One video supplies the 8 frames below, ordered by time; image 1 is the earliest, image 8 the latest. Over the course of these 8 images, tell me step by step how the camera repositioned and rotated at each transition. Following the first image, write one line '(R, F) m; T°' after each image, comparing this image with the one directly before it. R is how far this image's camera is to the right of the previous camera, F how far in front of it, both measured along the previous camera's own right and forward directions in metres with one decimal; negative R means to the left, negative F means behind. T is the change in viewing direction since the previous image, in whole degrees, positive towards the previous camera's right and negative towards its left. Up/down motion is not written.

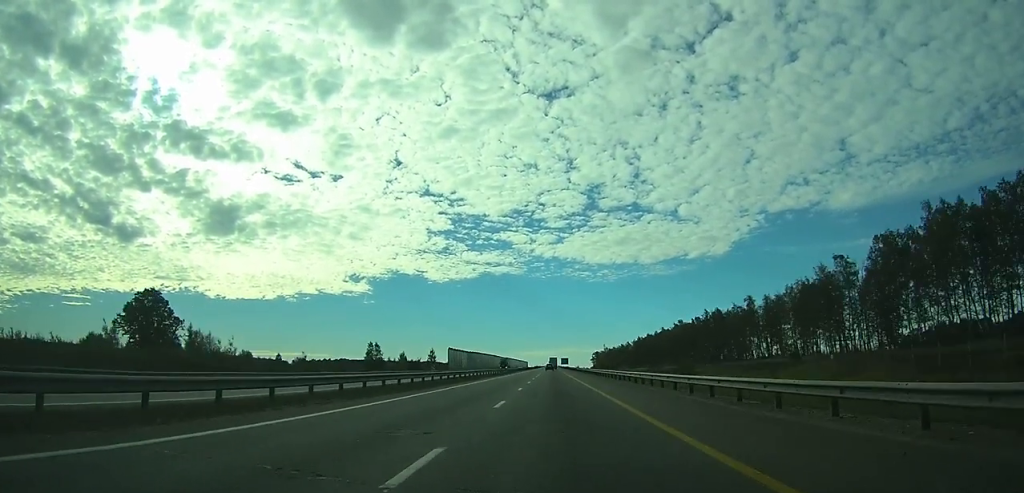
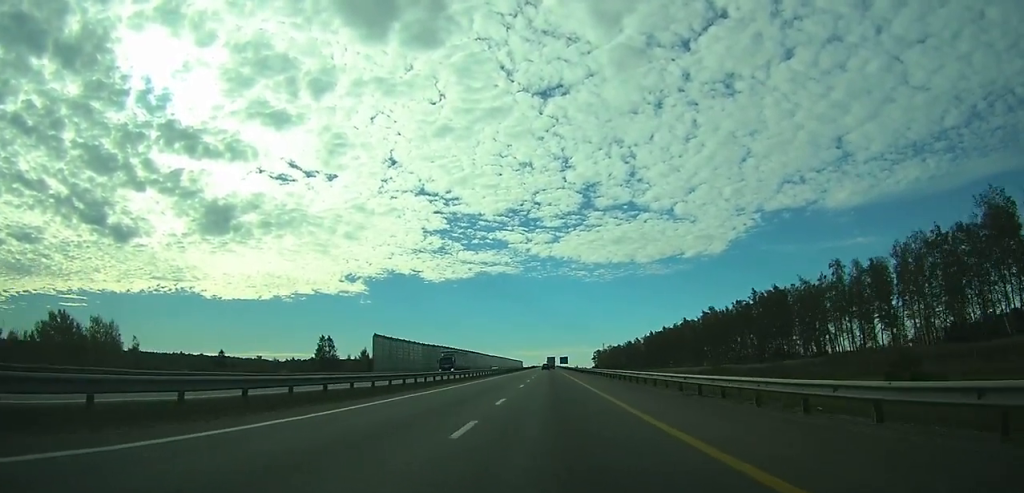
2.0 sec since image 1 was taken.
(0.0, +55.5) m; 0°
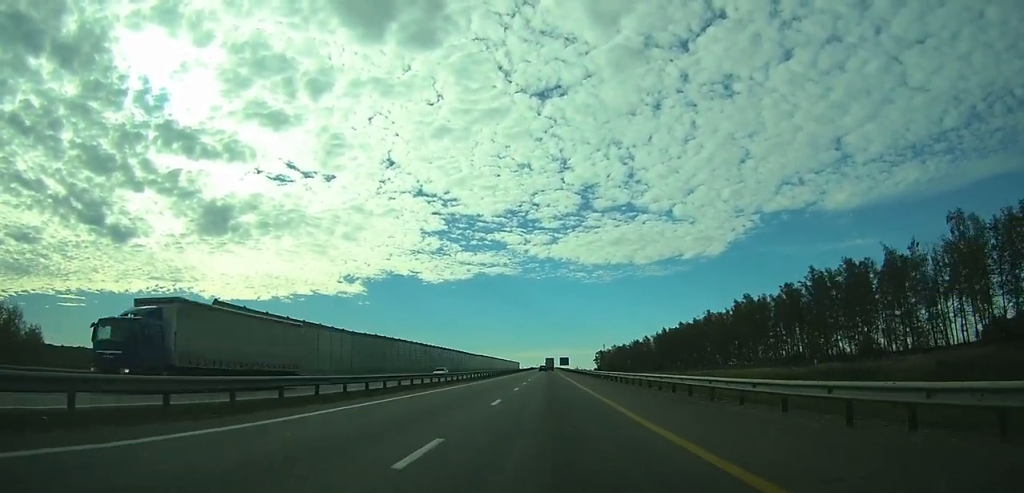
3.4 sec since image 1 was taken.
(+0.1, +39.0) m; 0°
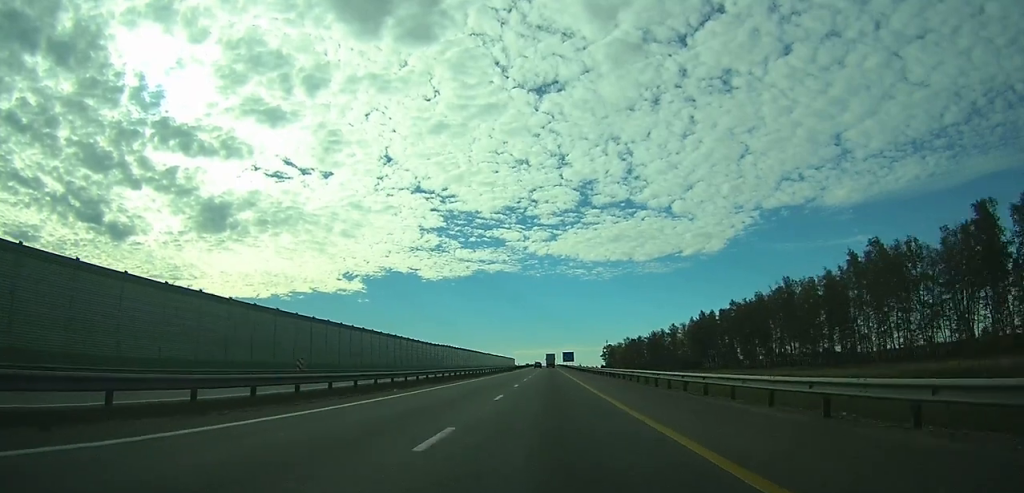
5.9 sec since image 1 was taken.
(+0.1, +70.6) m; 0°
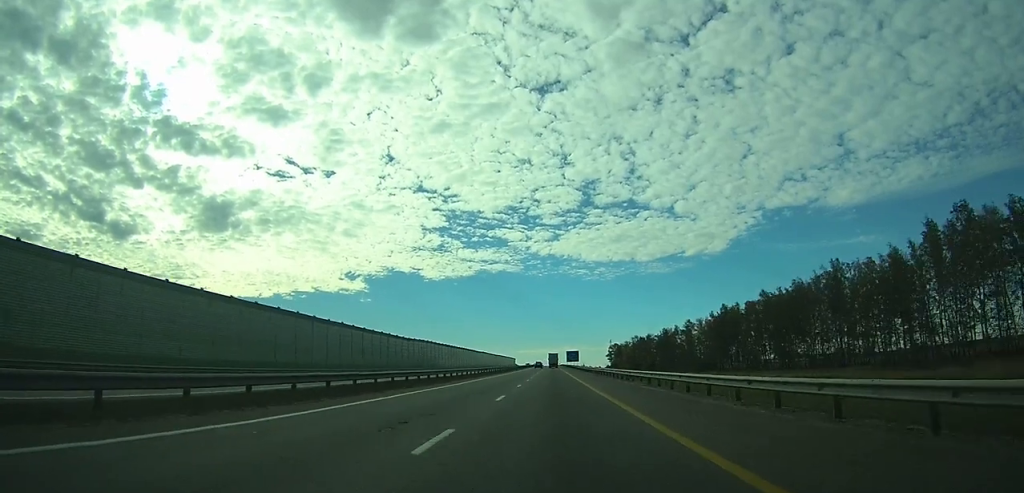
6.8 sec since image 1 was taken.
(0.0, +24.2) m; 0°
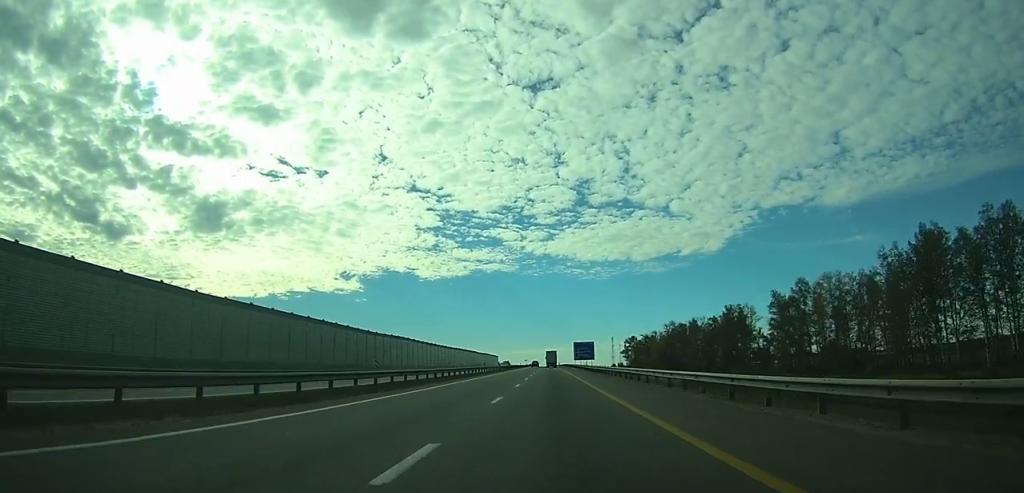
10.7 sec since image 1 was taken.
(0.0, +109.6) m; 0°
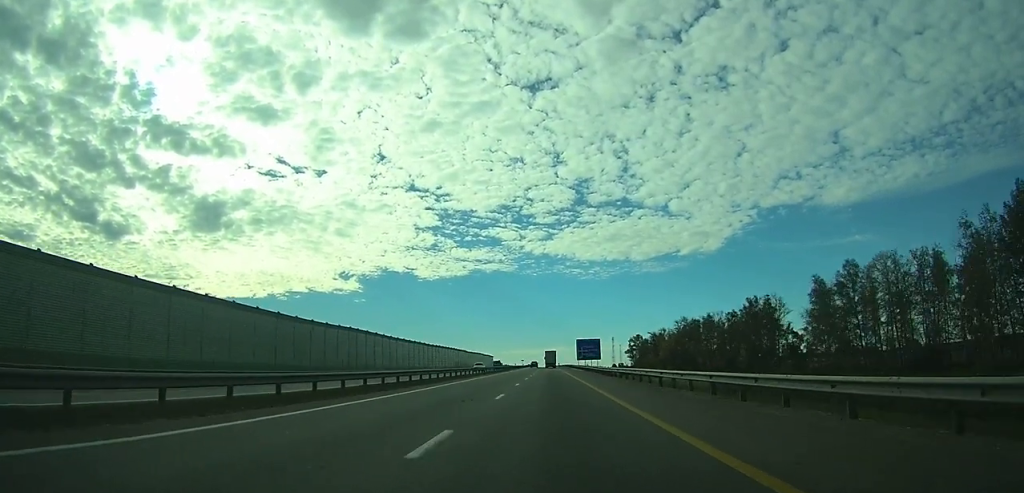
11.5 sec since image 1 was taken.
(0.0, +22.3) m; 0°
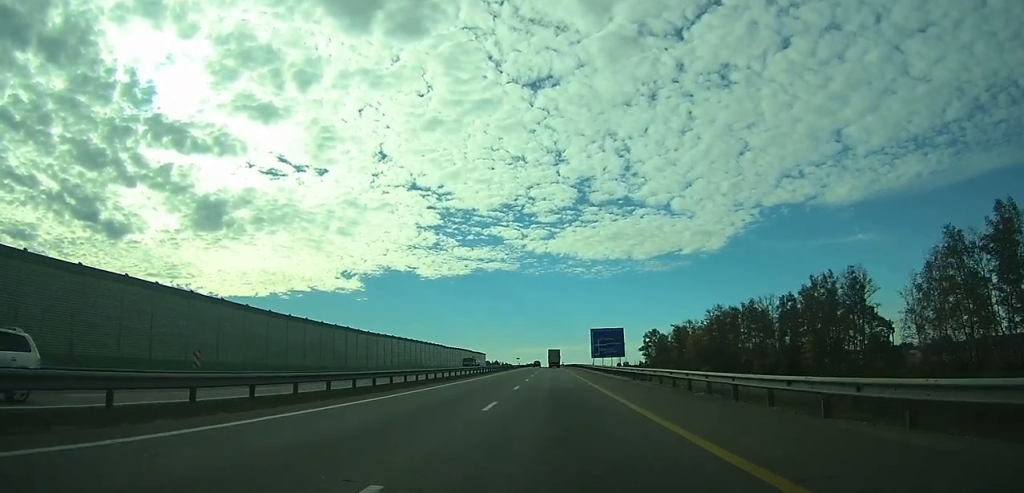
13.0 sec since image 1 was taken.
(0.0, +40.8) m; 0°
